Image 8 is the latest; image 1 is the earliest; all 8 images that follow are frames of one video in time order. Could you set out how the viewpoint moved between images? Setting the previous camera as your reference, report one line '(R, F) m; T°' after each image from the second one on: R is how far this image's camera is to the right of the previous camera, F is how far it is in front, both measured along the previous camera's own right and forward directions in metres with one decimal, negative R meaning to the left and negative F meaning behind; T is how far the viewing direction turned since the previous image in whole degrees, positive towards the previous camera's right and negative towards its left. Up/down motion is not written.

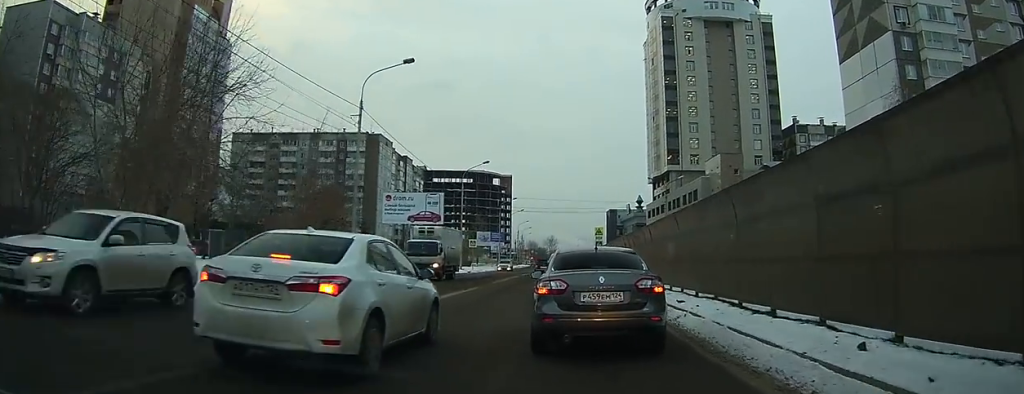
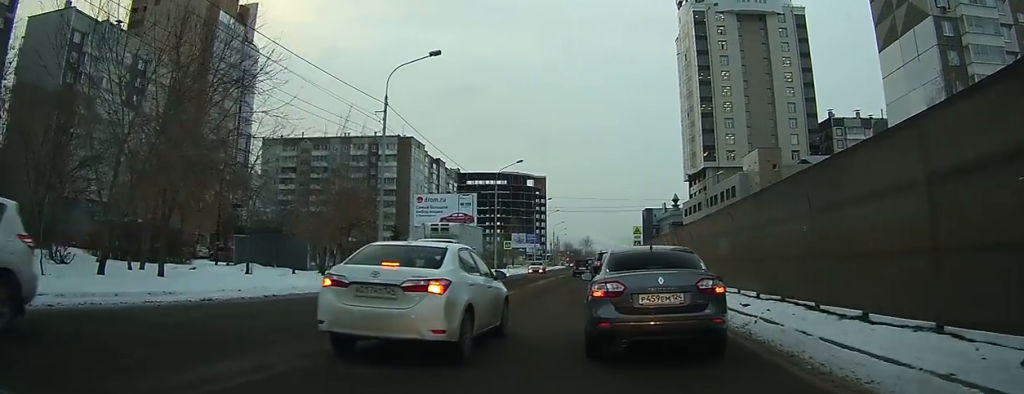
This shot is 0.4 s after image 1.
(-0.1, +1.5) m; -7°
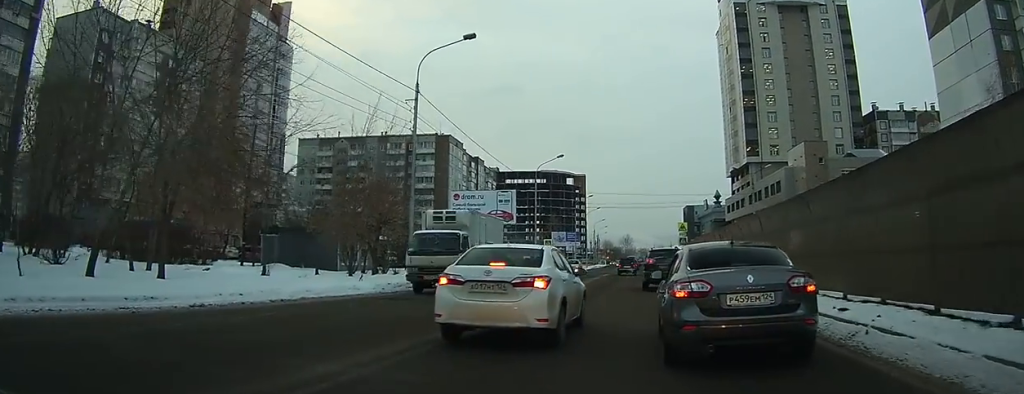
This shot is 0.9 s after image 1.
(-0.1, +2.1) m; -3°
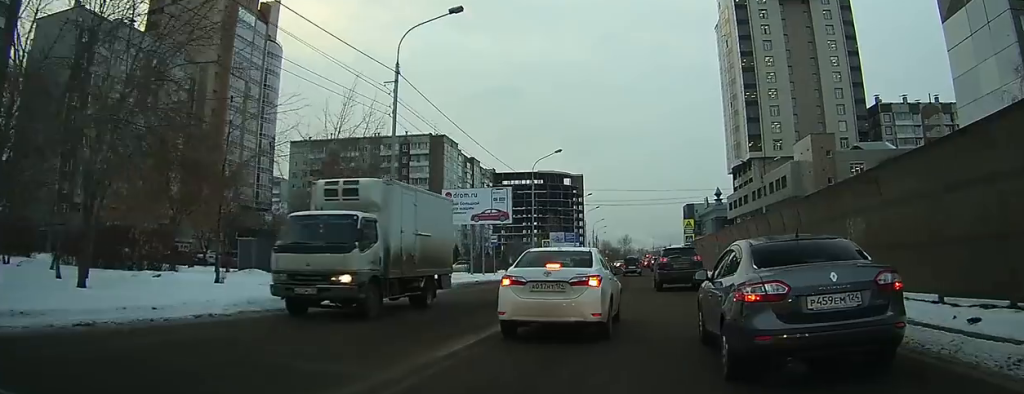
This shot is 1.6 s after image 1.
(-0.1, +3.0) m; -2°
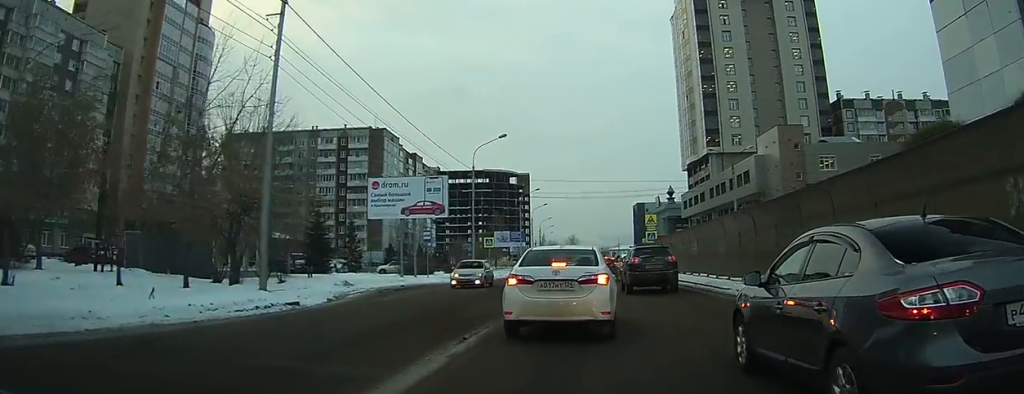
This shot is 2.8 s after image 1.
(-0.1, +6.0) m; -1°
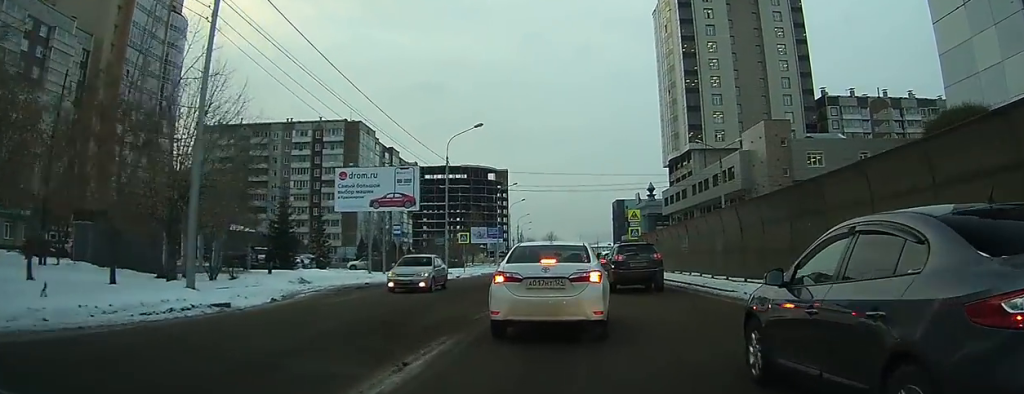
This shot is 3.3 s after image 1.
(0.0, +2.0) m; -1°
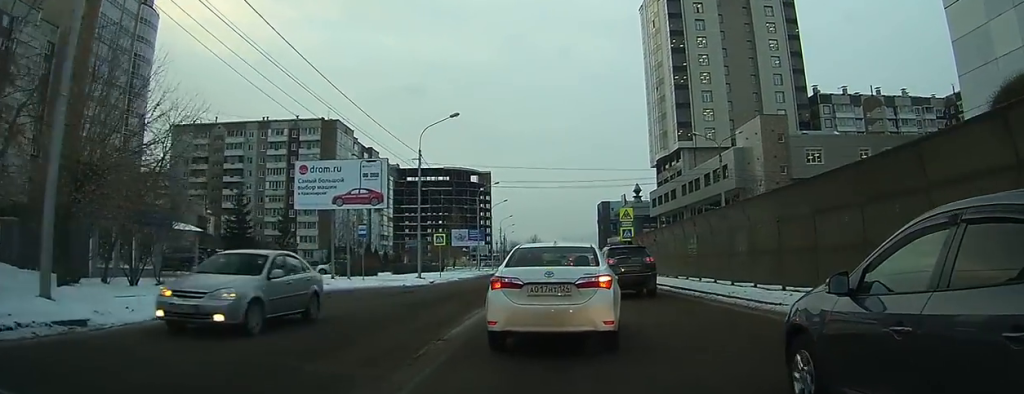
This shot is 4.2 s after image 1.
(-0.1, +3.6) m; 0°
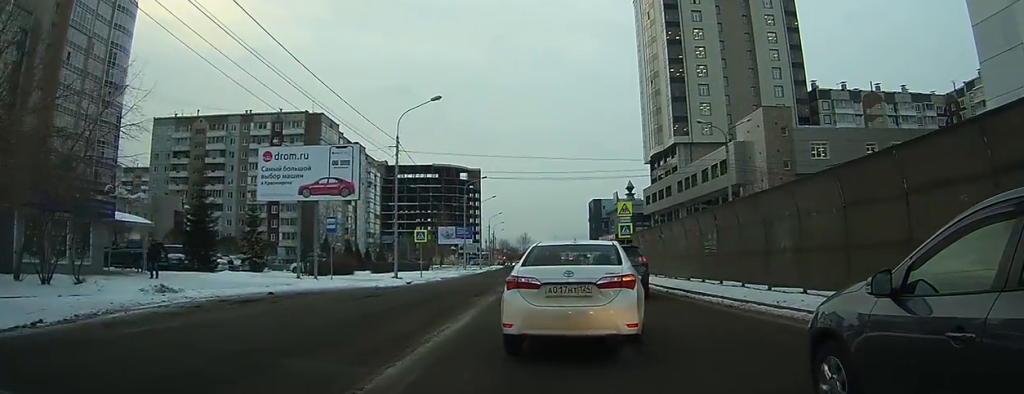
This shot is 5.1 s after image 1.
(0.0, +4.0) m; +3°
